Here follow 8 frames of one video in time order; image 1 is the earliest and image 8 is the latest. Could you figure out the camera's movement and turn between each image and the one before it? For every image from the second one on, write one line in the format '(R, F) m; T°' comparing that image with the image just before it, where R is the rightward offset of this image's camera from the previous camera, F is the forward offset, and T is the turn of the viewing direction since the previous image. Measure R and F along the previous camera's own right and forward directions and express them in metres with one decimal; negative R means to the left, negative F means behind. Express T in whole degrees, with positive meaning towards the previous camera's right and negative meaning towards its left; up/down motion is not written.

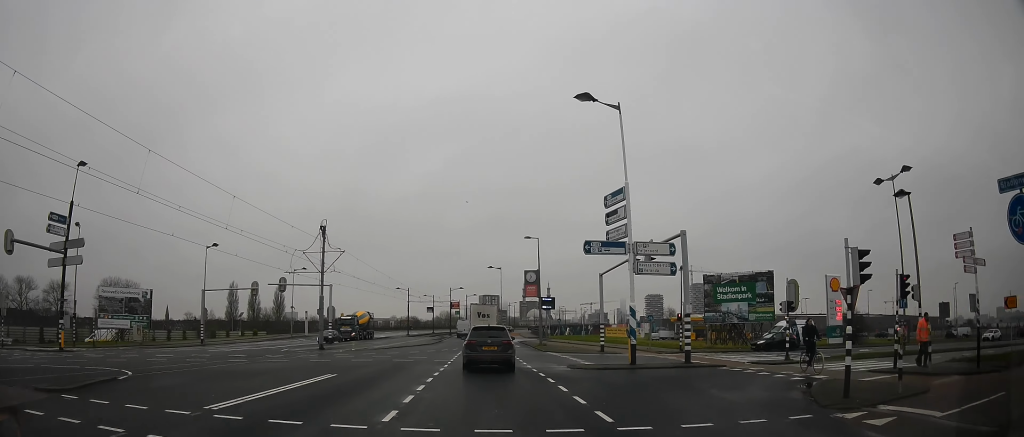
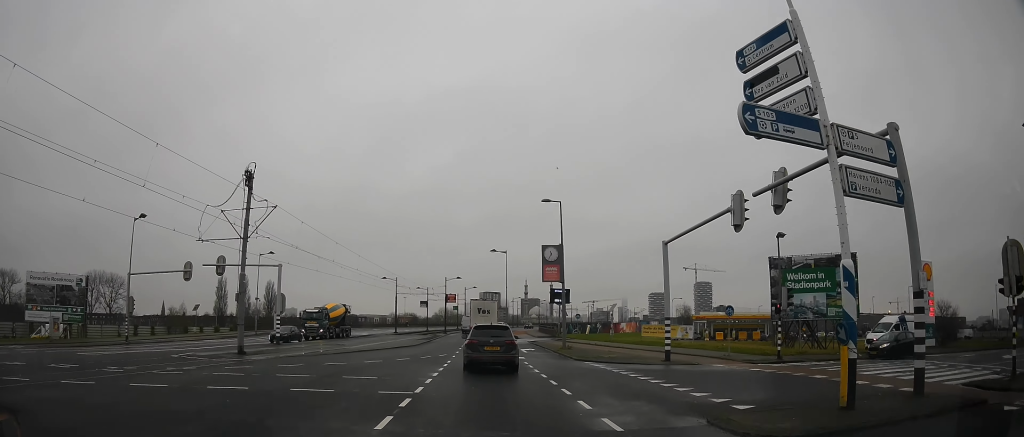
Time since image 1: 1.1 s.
(0.0, +11.0) m; 0°
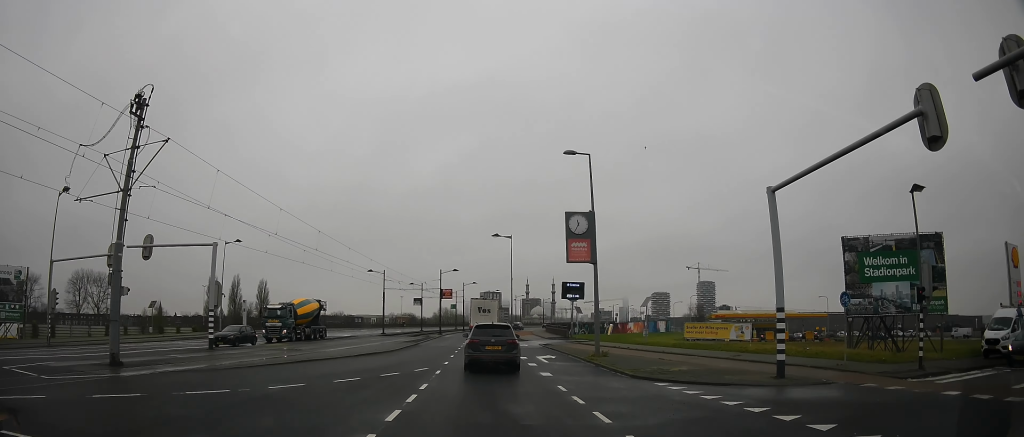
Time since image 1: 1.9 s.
(0.0, +9.5) m; 0°
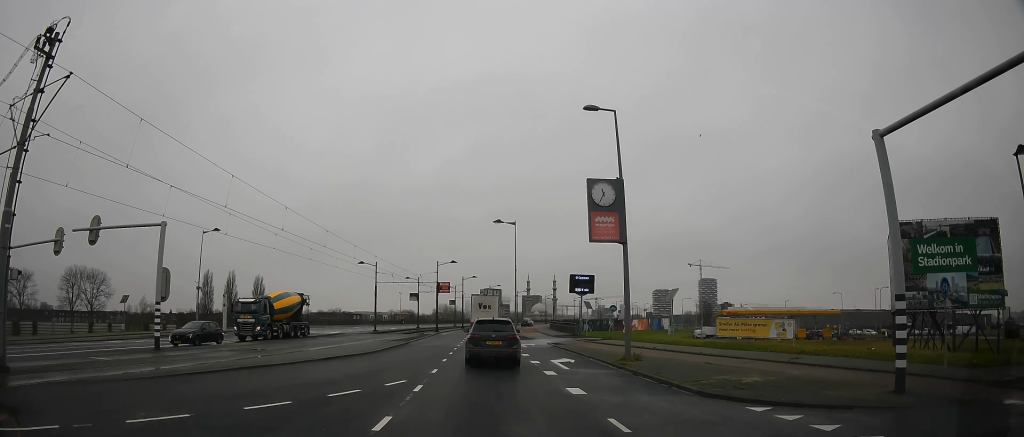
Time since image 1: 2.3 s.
(0.0, +5.1) m; 0°
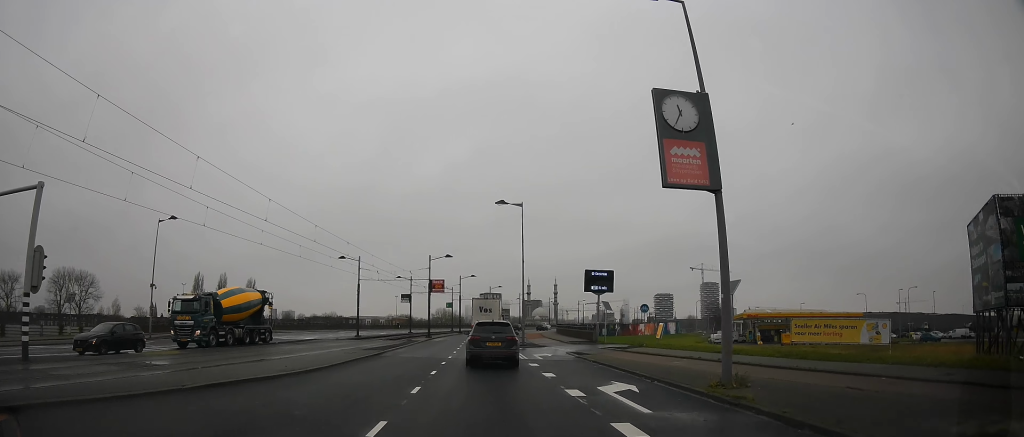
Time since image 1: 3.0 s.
(0.0, +8.3) m; 0°
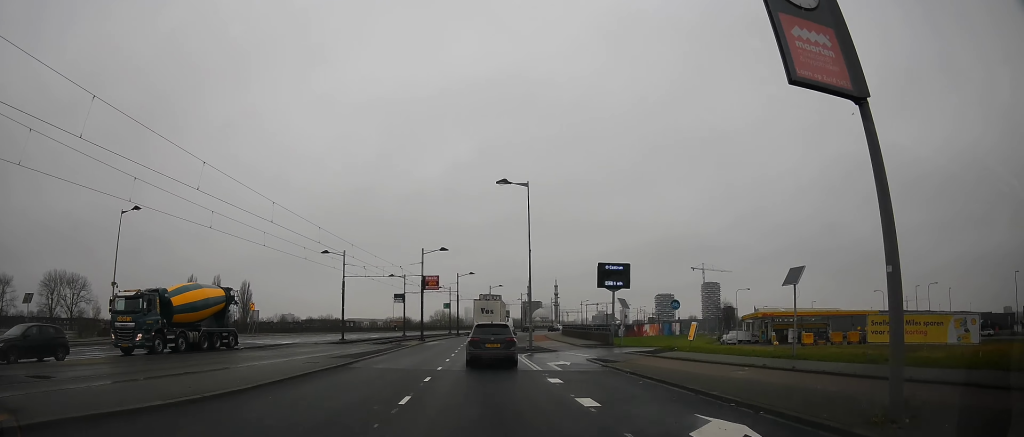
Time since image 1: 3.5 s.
(0.0, +5.5) m; 0°
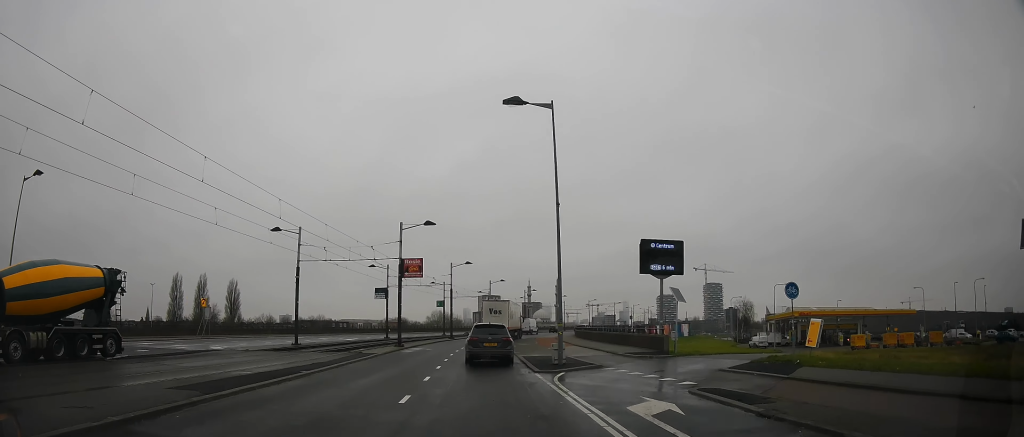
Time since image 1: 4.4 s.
(0.0, +11.3) m; 0°
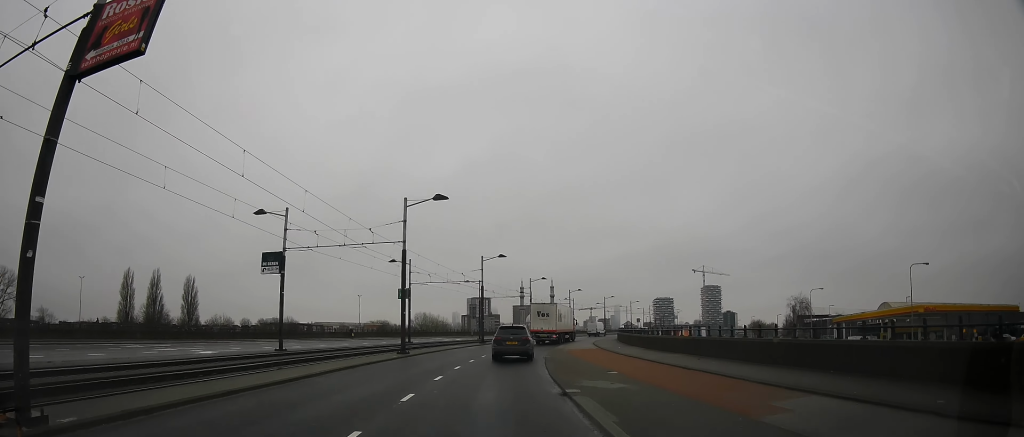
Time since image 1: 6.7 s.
(0.0, +26.5) m; 0°
